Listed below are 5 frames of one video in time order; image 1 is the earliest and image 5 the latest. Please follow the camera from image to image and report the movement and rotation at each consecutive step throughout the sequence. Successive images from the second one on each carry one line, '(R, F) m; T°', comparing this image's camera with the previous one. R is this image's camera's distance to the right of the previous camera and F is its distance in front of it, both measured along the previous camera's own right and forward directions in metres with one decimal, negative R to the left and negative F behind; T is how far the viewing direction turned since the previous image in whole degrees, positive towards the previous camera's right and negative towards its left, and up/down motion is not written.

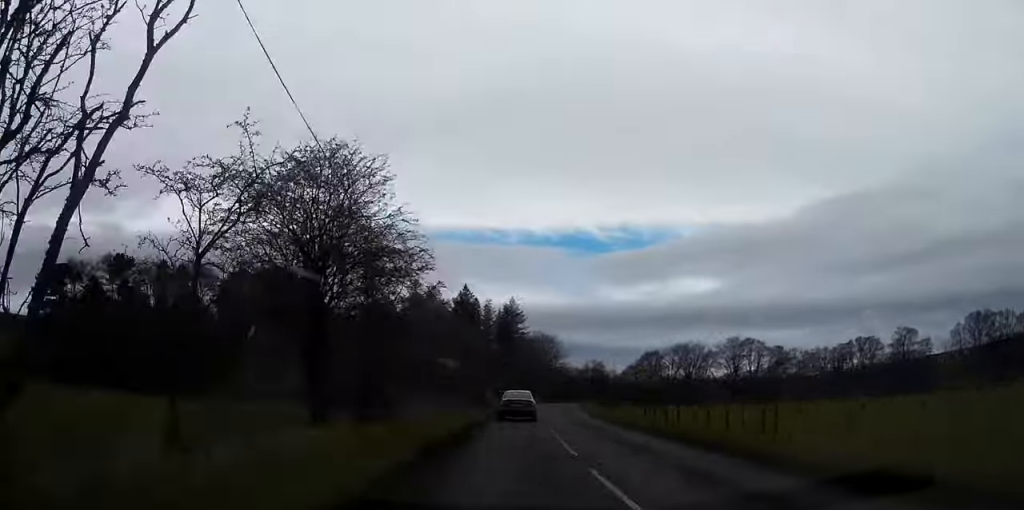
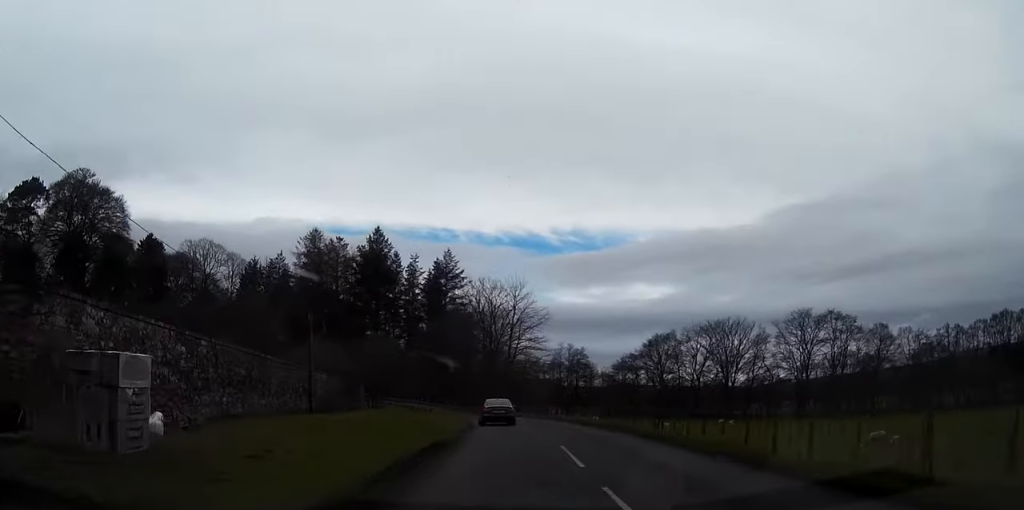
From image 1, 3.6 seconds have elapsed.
(+2.6, +65.1) m; +4°
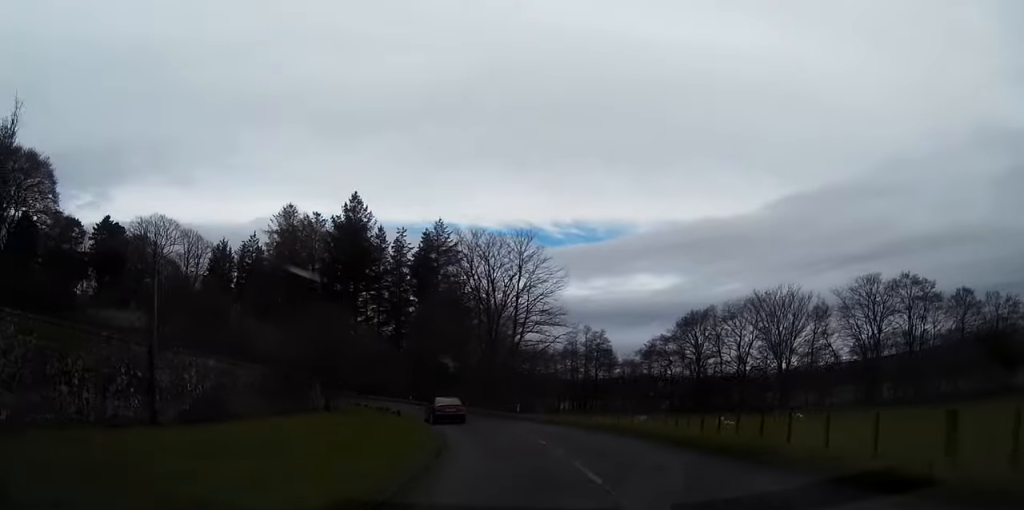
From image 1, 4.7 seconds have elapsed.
(+0.2, +20.1) m; 0°
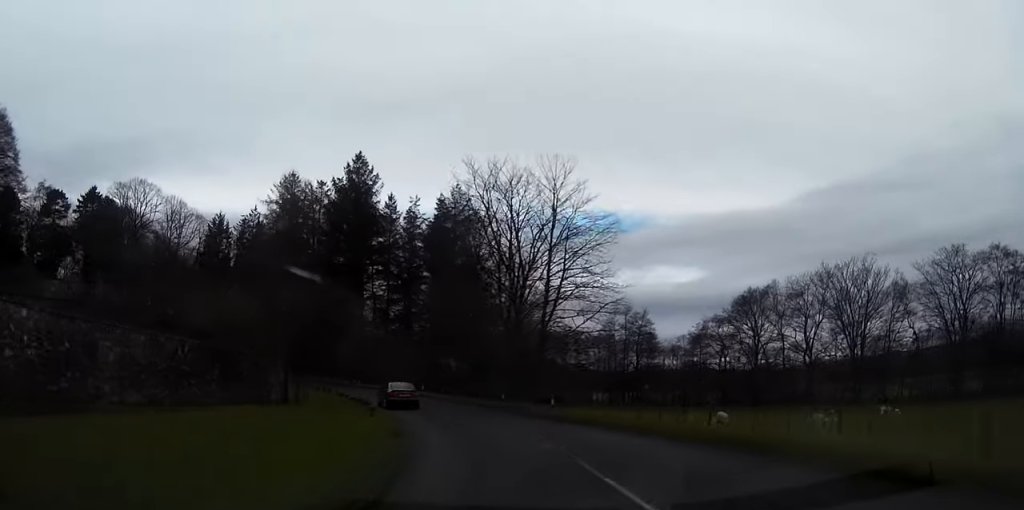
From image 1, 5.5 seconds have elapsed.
(0.0, +14.4) m; -3°
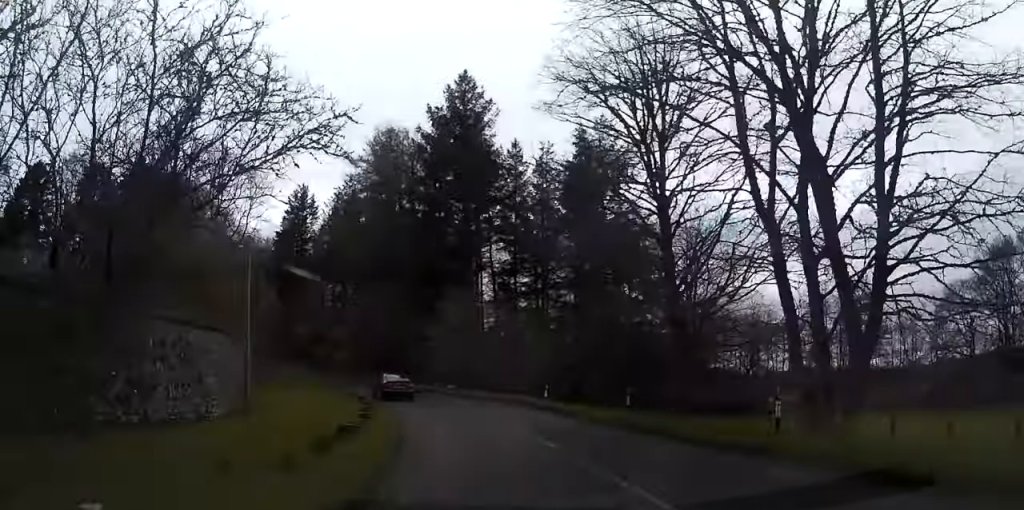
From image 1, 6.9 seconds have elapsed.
(-2.2, +26.5) m; -10°
